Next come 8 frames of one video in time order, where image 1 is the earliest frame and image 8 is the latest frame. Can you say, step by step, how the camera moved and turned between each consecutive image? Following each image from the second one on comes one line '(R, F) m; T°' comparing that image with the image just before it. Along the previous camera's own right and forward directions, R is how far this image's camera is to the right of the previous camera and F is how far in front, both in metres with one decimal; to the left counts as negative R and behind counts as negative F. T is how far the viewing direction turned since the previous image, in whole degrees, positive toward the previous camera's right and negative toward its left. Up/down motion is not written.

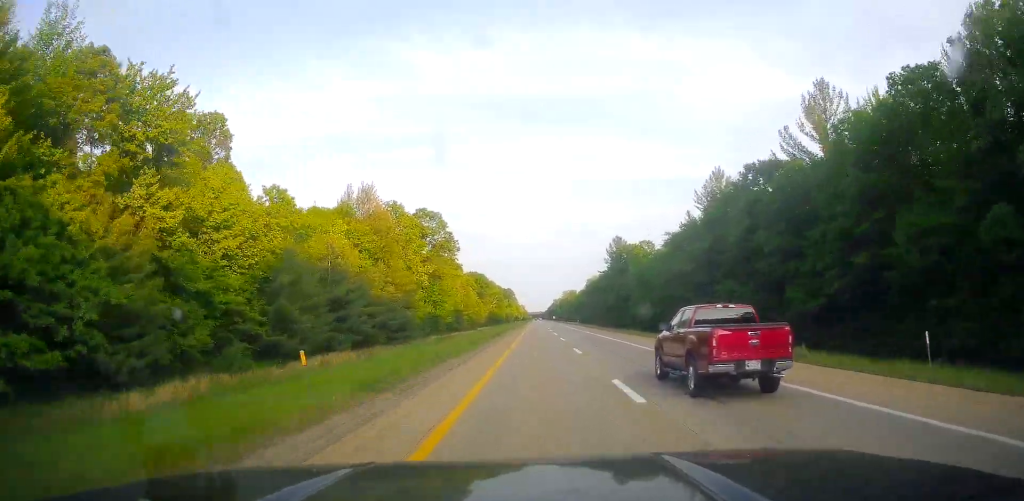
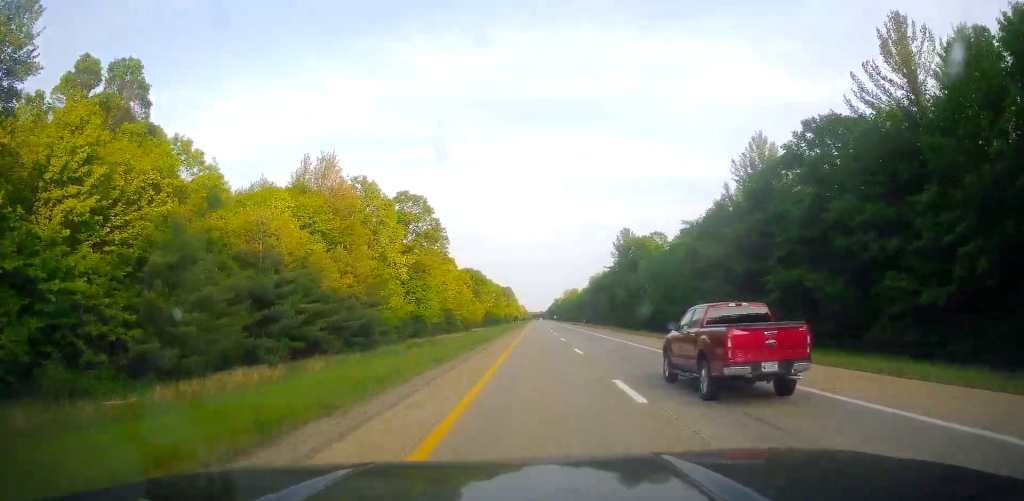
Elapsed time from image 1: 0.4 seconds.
(-0.1, +15.5) m; 0°
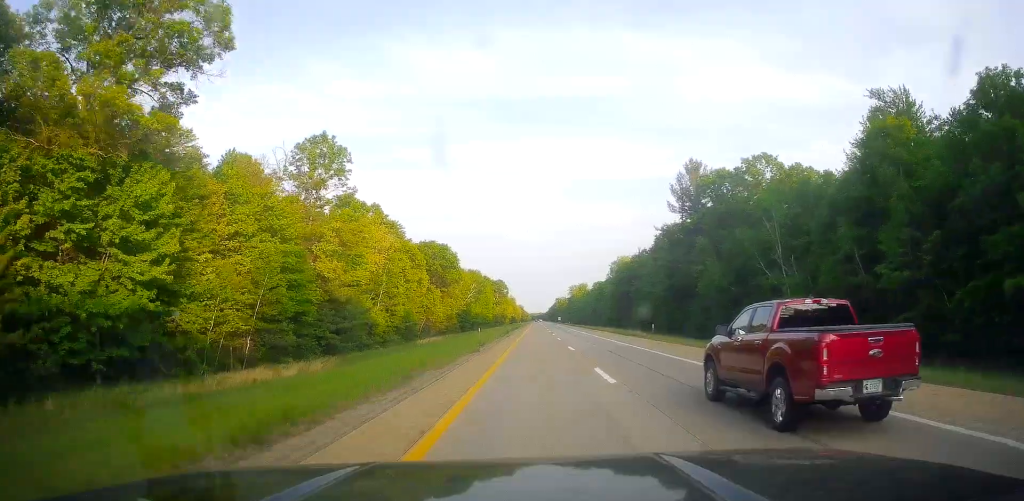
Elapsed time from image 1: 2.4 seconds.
(+1.3, +72.0) m; 0°
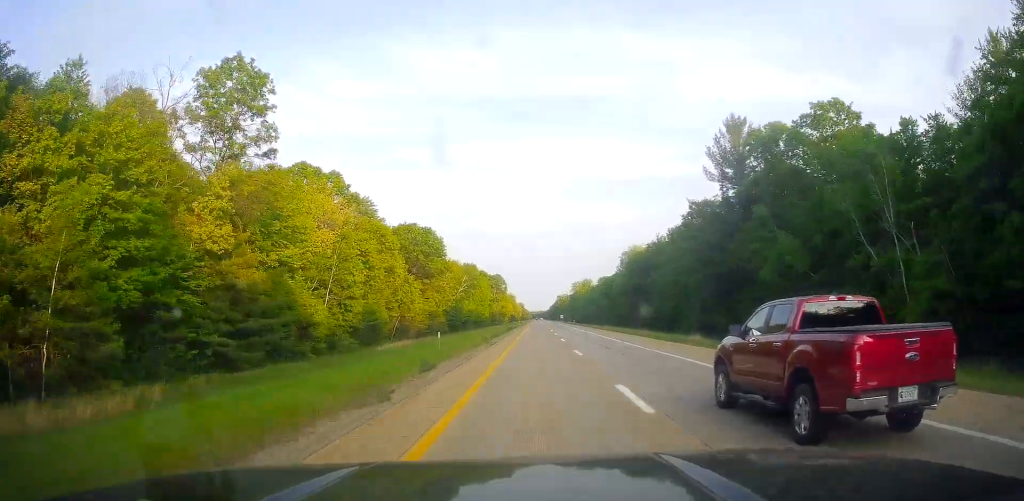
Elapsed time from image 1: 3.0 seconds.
(-0.2, +20.4) m; 0°
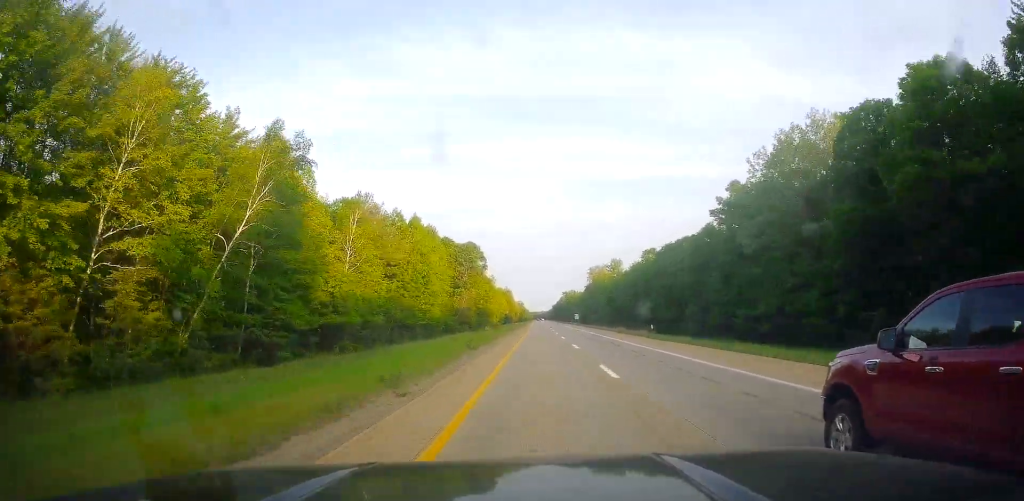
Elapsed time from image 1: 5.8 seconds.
(+0.1, +100.9) m; 0°
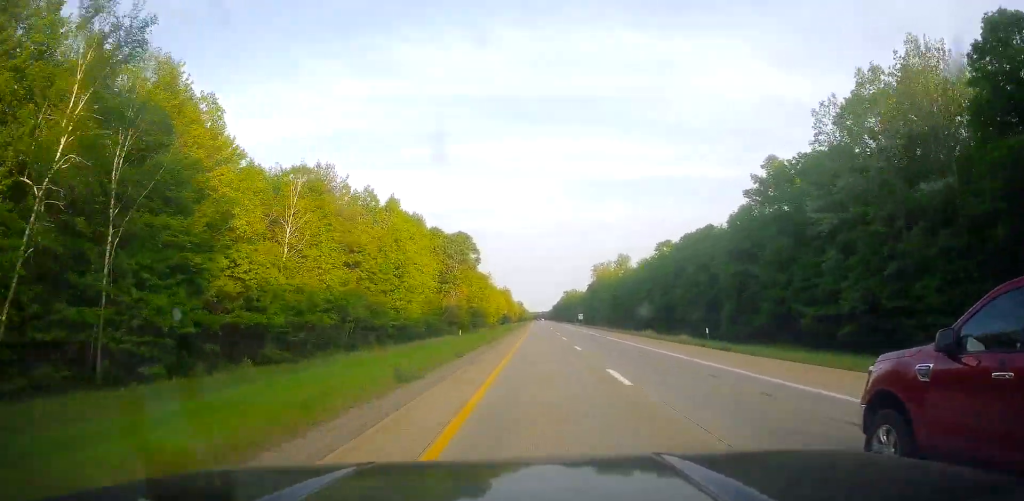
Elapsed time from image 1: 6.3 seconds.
(+0.2, +16.8) m; 0°
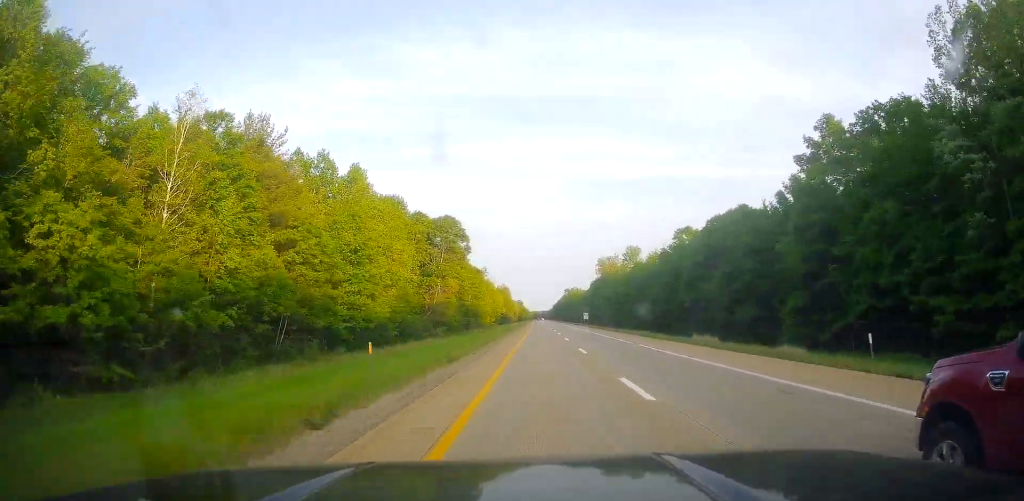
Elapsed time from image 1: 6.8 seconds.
(-0.1, +18.0) m; 0°
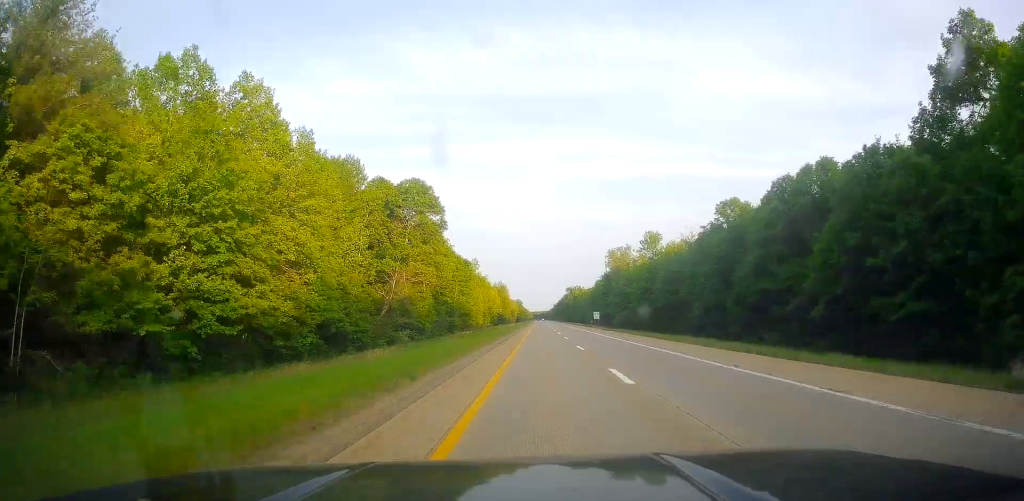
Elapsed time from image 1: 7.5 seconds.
(-0.2, +27.6) m; 0°
